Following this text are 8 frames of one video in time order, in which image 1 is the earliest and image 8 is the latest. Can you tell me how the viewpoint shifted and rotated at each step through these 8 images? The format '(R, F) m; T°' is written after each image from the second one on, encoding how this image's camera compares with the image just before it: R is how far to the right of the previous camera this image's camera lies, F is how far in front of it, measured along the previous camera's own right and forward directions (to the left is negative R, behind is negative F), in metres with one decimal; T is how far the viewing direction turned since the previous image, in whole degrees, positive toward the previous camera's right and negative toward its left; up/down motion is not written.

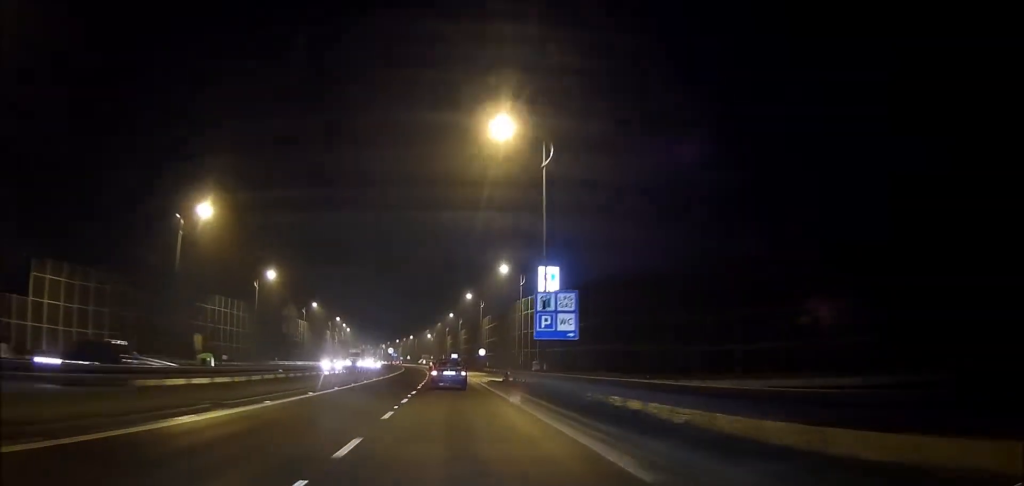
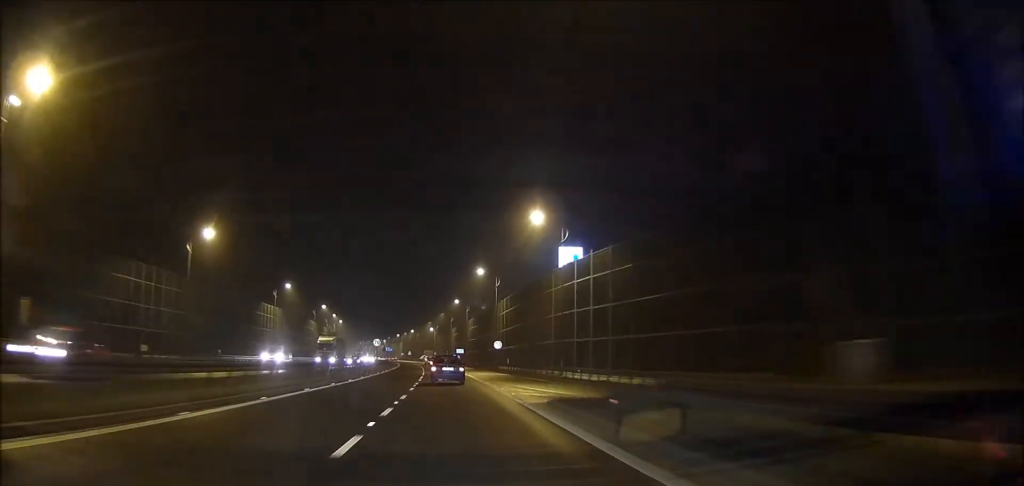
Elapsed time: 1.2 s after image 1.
(-0.2, +24.5) m; -1°
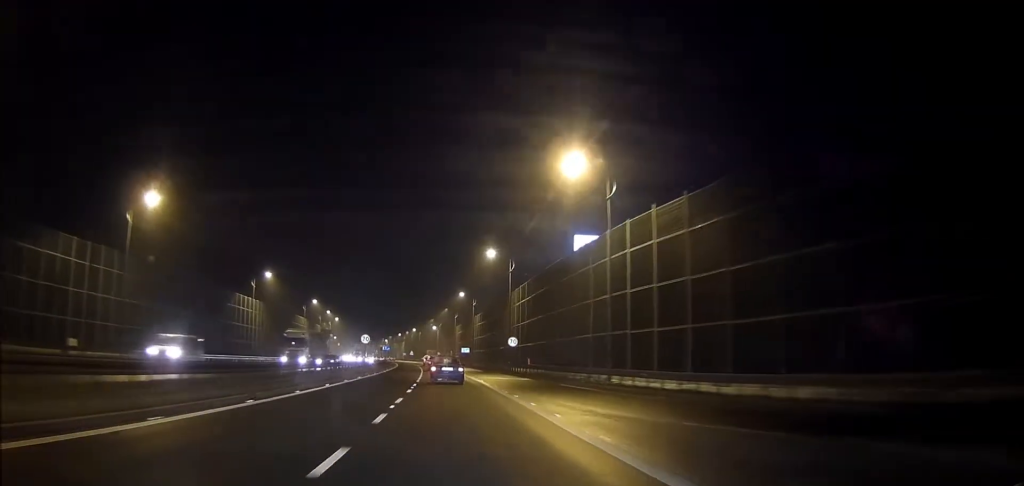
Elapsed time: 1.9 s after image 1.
(0.0, +13.5) m; 0°
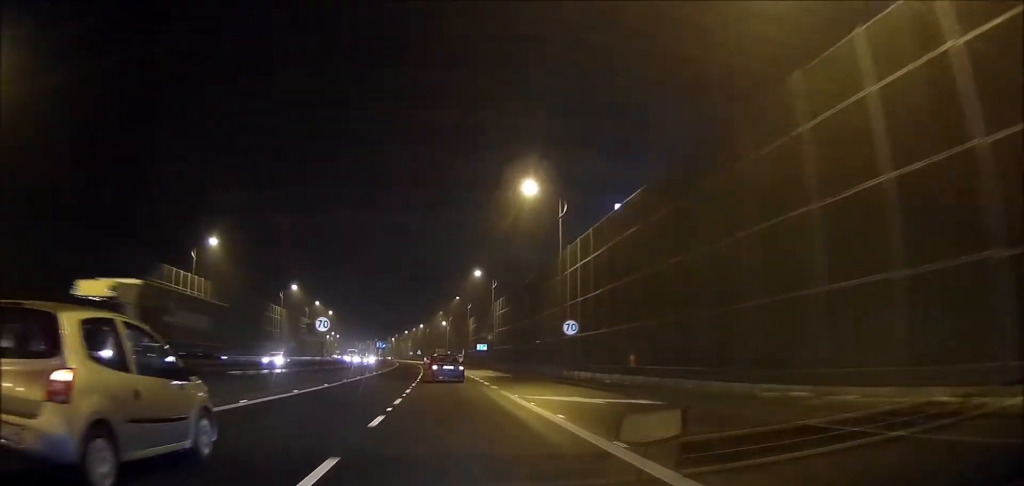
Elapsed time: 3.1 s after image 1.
(0.0, +25.1) m; 0°
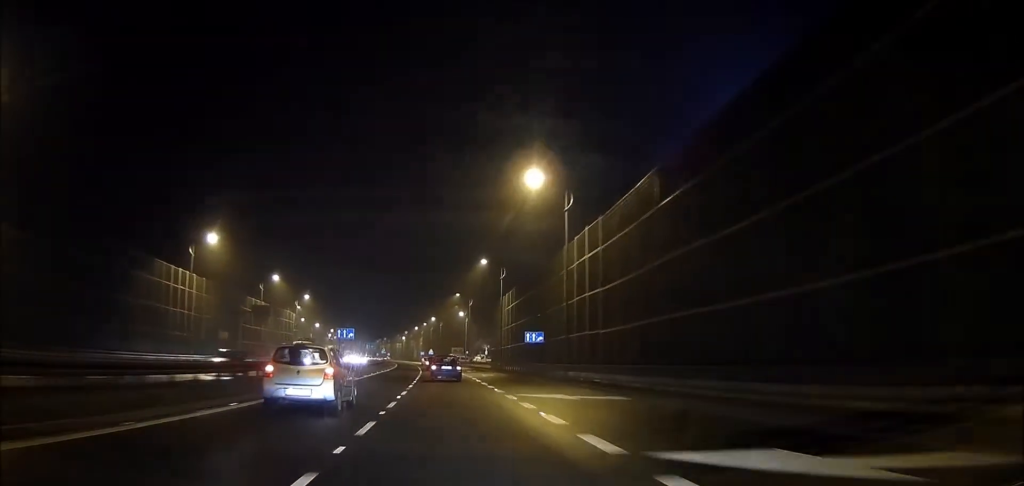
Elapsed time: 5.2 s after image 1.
(0.0, +42.7) m; 0°
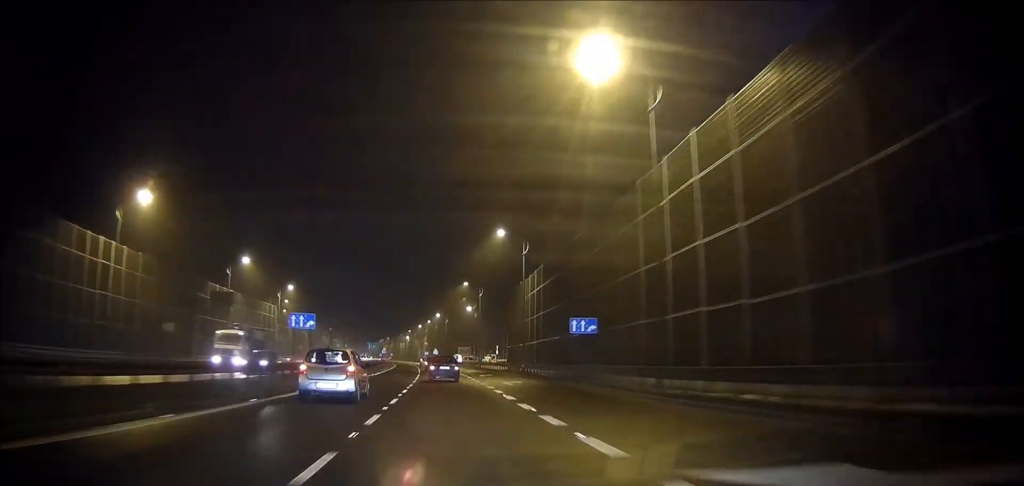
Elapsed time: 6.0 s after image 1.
(0.0, +16.3) m; -1°
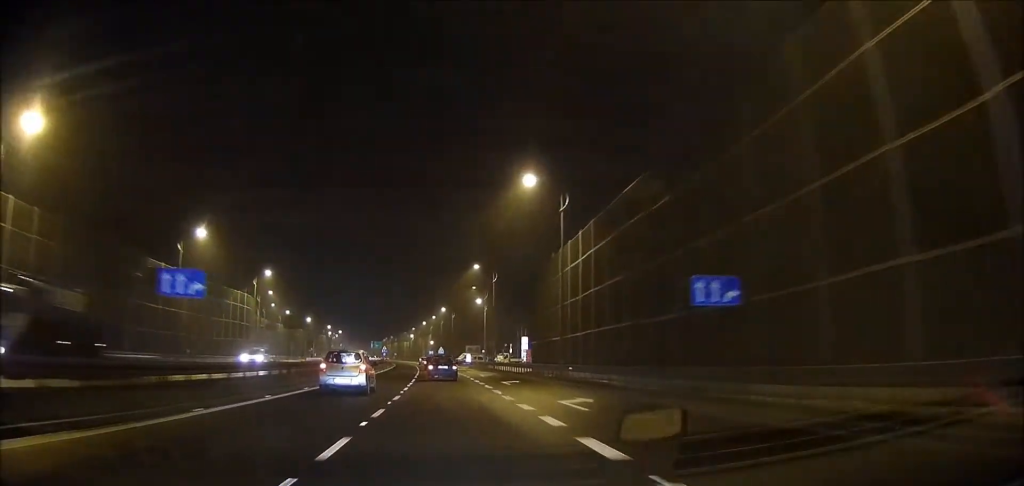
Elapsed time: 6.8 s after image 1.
(-0.3, +16.4) m; -2°
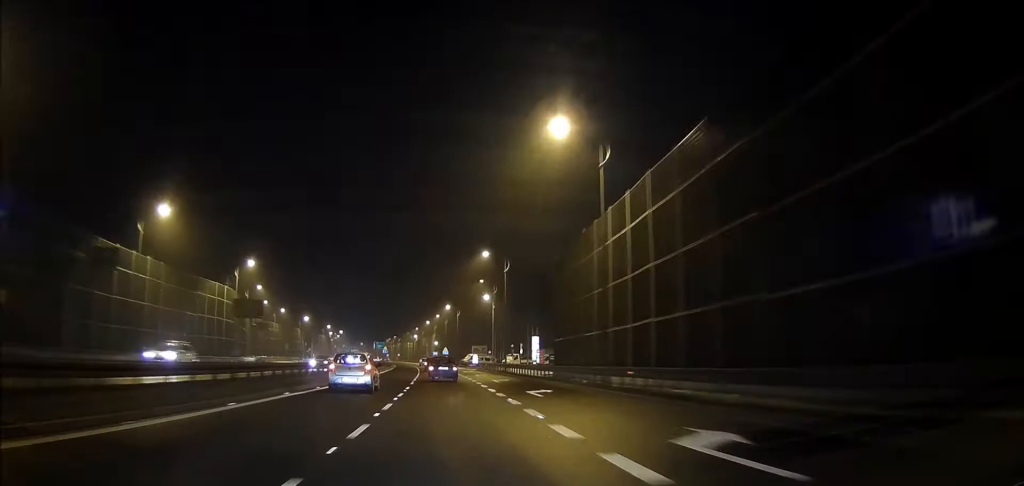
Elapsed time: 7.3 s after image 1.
(-0.1, +9.6) m; -1°
